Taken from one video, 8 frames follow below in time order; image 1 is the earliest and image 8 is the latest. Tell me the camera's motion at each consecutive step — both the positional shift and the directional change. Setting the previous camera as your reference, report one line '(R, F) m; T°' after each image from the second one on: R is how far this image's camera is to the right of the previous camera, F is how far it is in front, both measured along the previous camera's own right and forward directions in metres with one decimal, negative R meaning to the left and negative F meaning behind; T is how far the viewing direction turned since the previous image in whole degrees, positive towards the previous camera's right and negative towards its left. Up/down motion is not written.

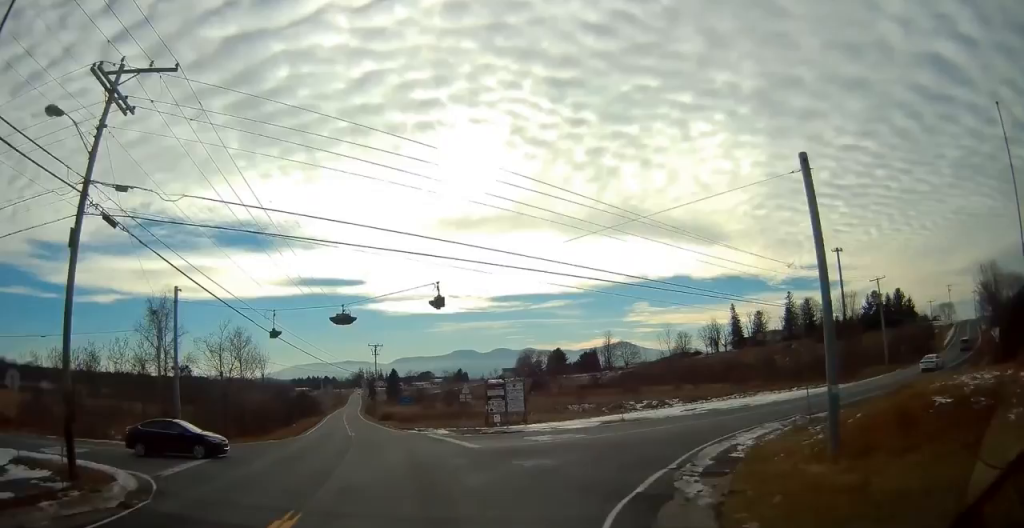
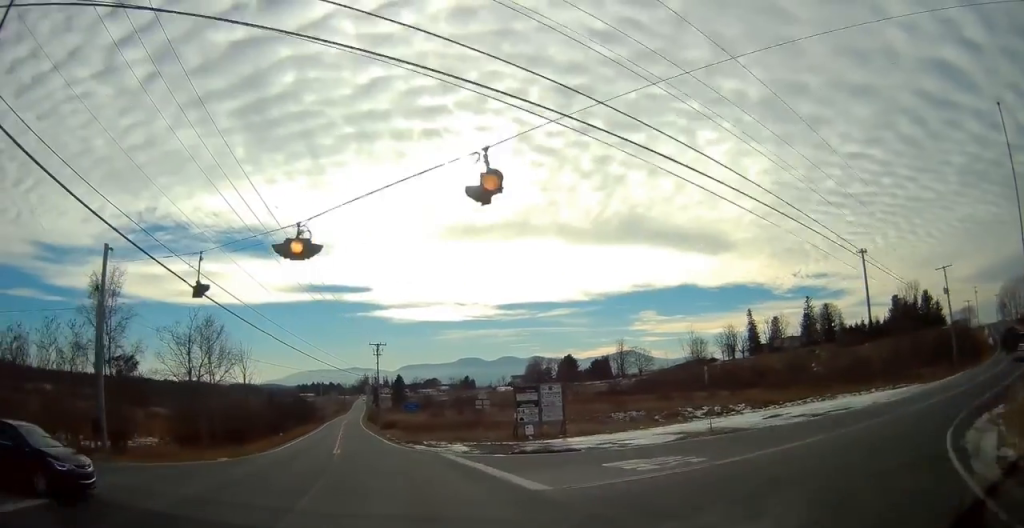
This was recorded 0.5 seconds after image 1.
(-0.3, +10.9) m; -2°
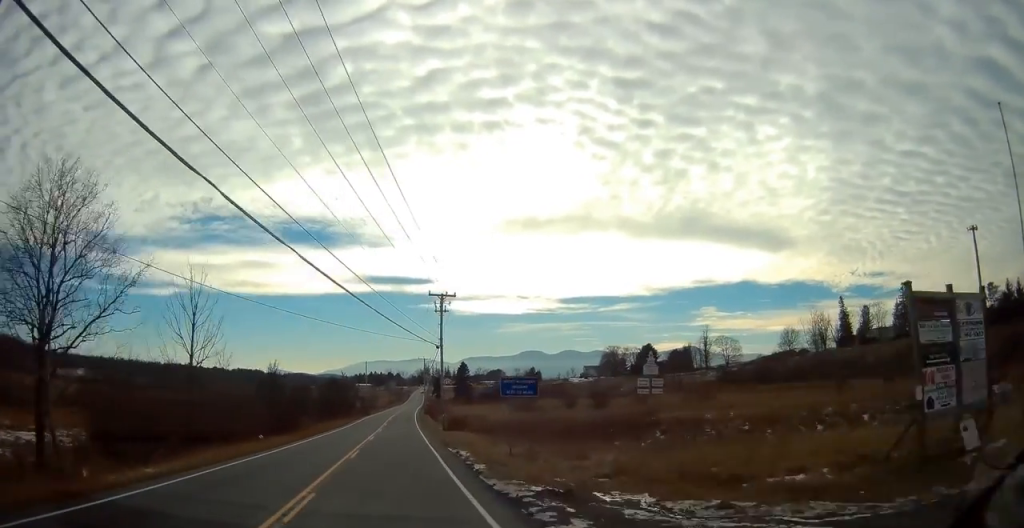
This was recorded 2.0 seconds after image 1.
(-0.9, +29.6) m; -3°
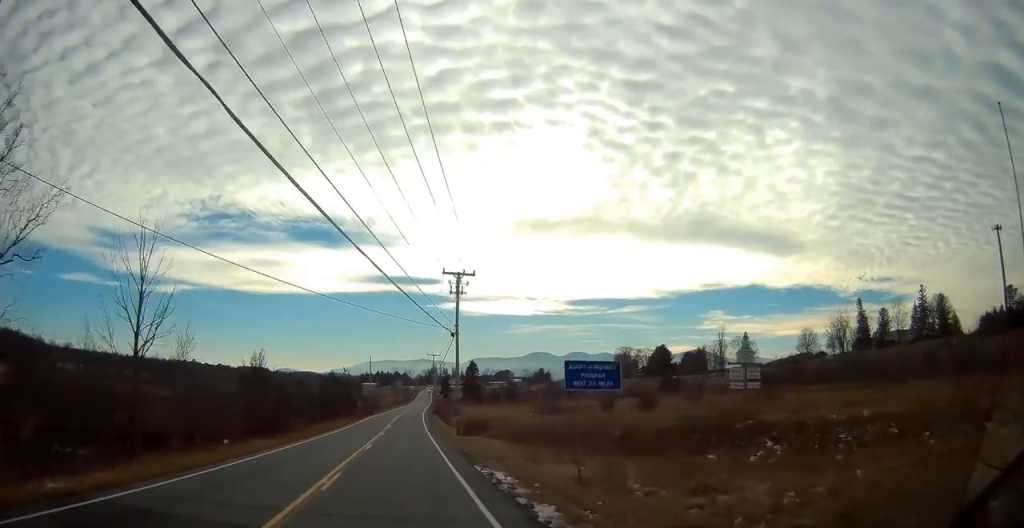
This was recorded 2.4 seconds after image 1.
(0.0, +8.5) m; 0°
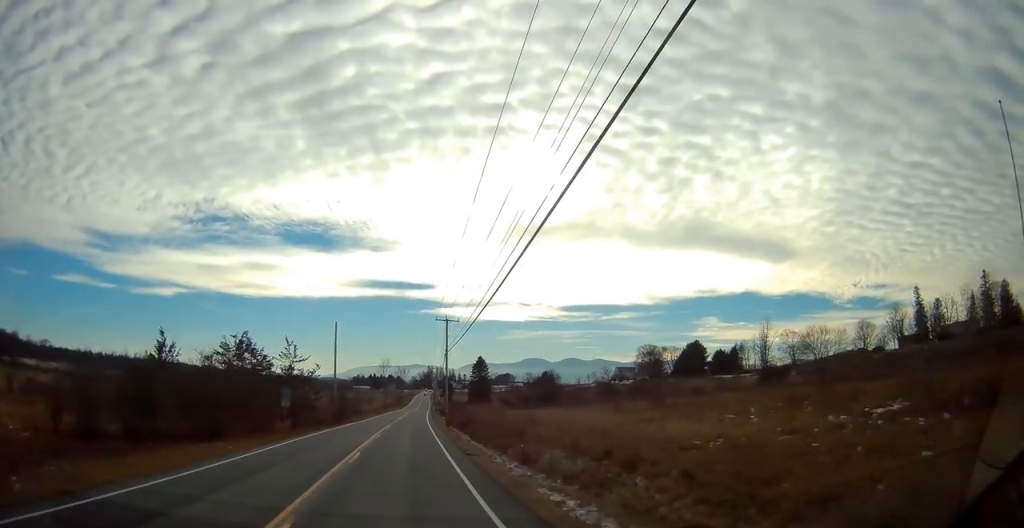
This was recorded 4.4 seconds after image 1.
(-0.6, +44.0) m; -1°
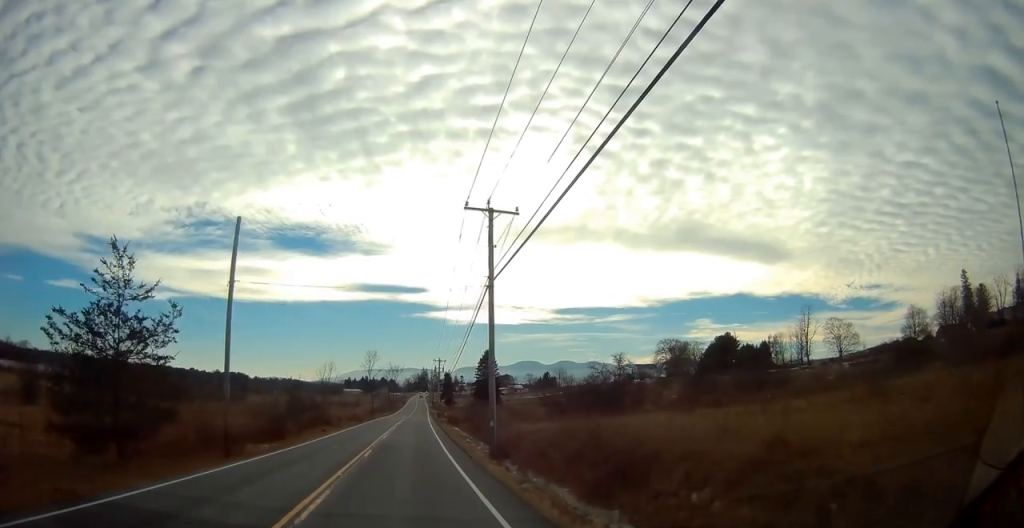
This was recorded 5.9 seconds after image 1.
(+0.3, +33.4) m; +1°
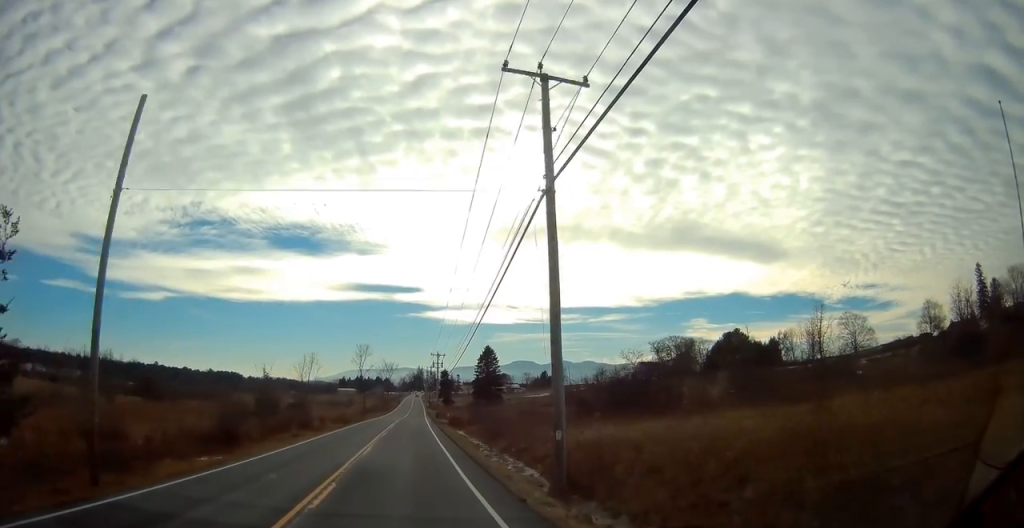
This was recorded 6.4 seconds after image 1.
(+0.1, +10.9) m; 0°
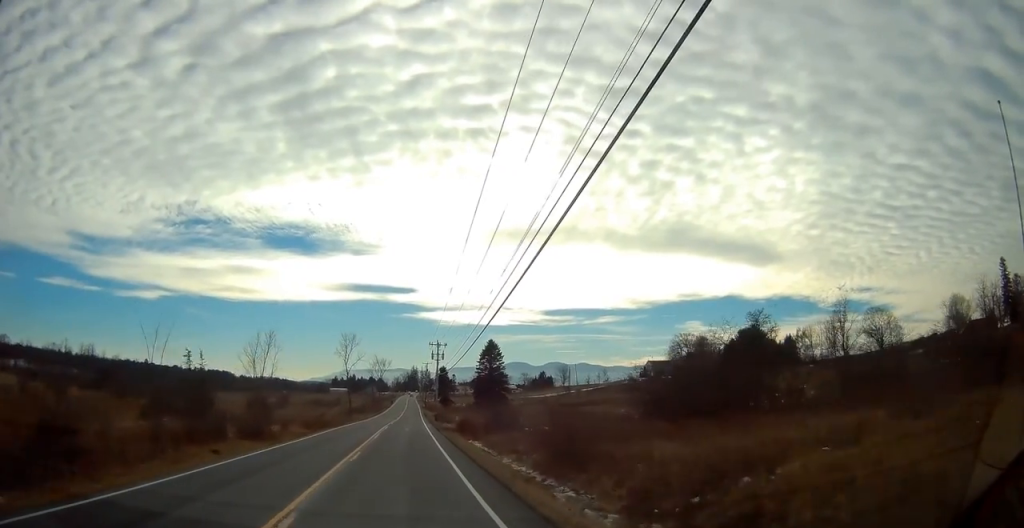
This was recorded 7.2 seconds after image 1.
(+0.2, +16.7) m; 0°
